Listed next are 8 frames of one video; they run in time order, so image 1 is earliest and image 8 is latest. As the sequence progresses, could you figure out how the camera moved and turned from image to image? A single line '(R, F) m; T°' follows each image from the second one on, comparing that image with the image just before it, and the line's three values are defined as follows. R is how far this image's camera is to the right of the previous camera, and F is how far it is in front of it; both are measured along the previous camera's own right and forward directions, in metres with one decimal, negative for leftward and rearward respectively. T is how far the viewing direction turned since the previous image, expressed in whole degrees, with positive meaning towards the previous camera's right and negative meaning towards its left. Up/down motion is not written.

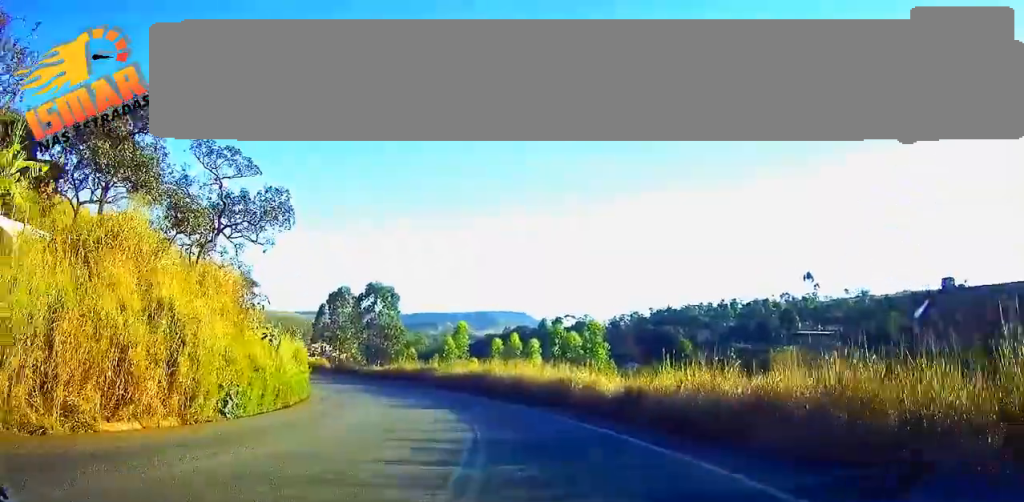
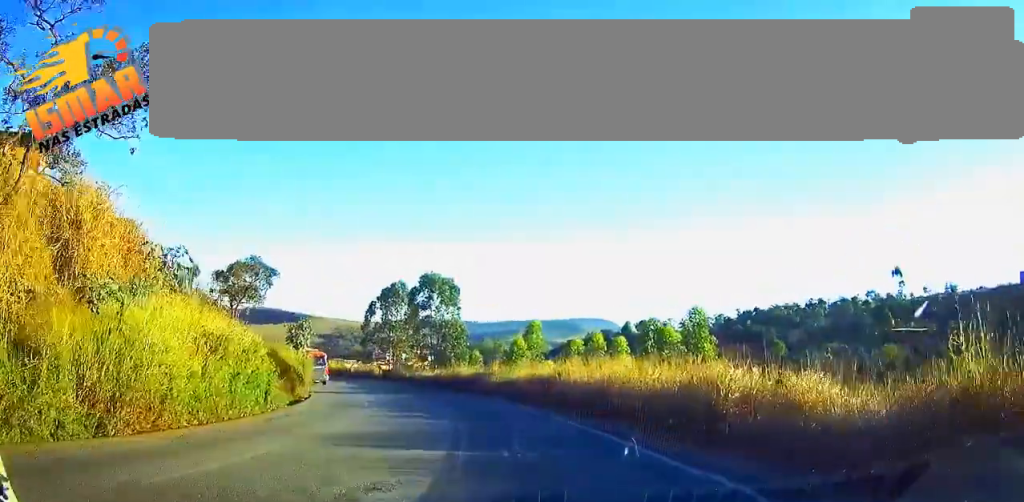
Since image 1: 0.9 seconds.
(-0.8, +15.9) m; -8°
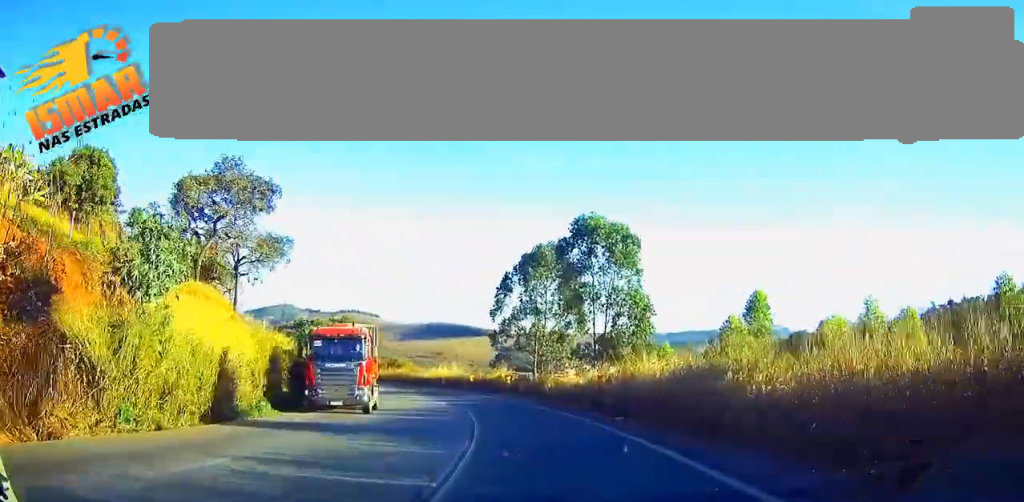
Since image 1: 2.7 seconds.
(-4.8, +33.7) m; -16°
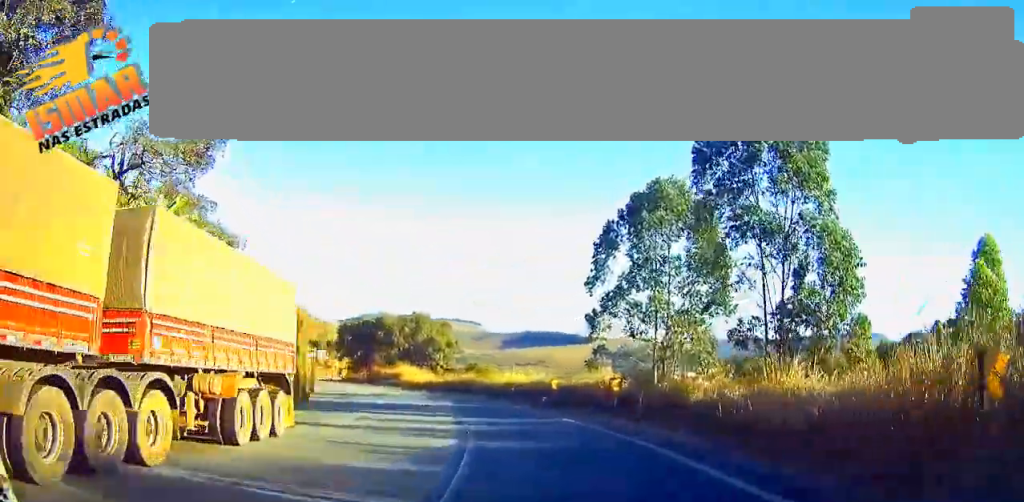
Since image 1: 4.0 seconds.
(-2.8, +22.4) m; -12°
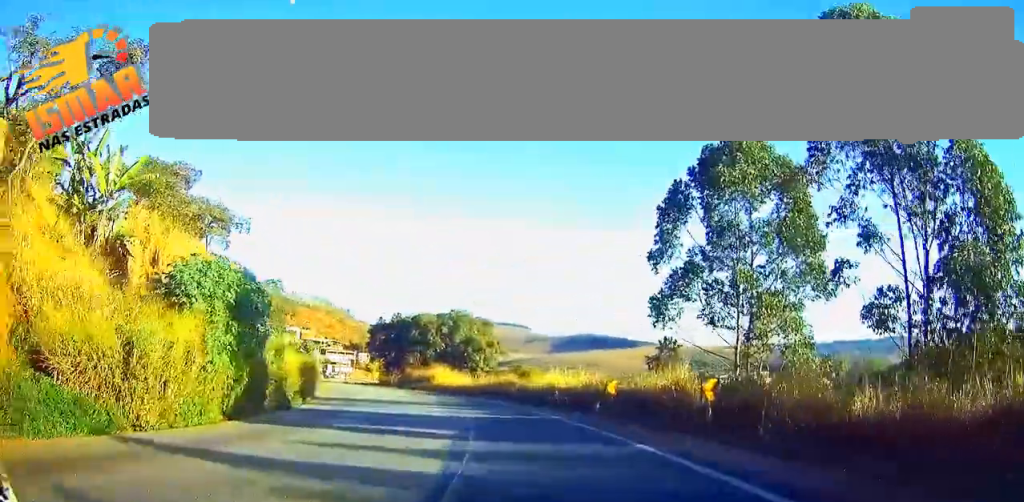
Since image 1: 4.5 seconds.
(-0.6, +9.2) m; -3°
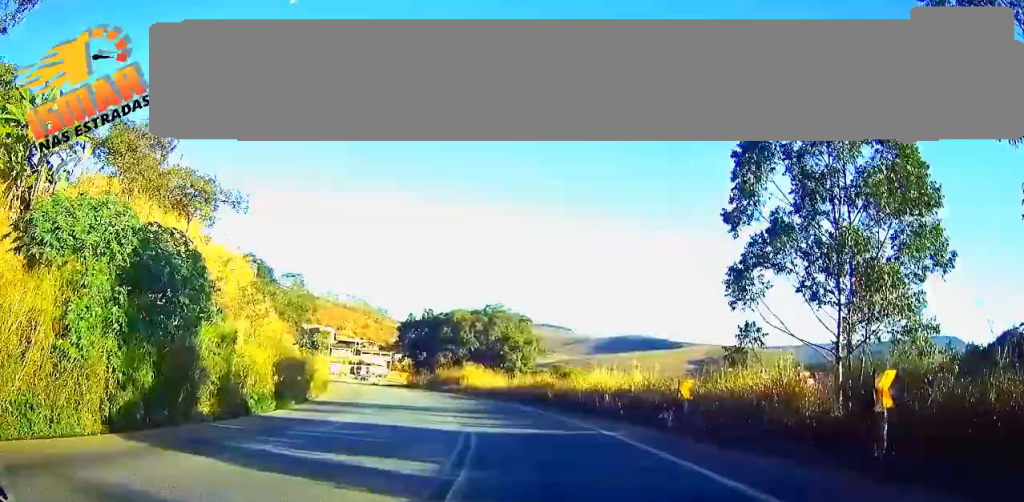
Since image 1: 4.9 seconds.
(-0.1, +8.0) m; -2°
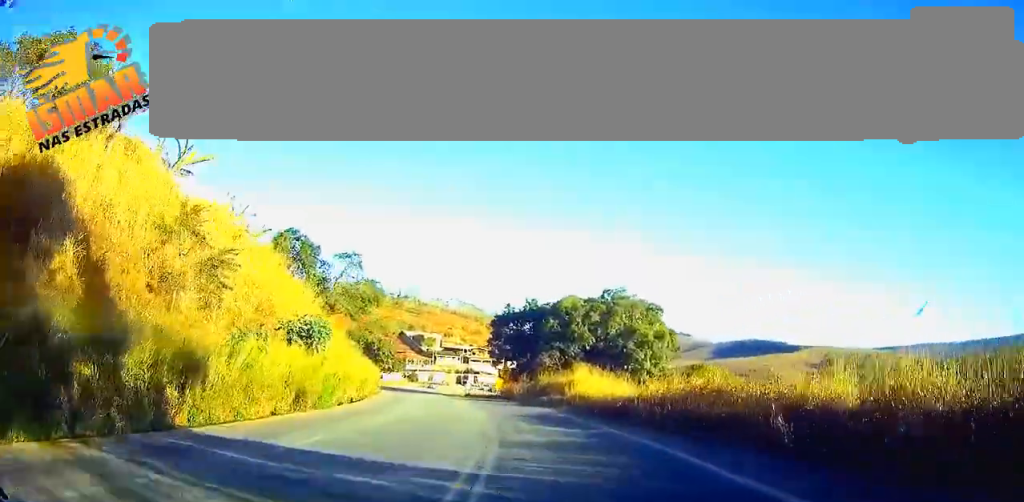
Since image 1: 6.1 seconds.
(-1.0, +22.2) m; -7°
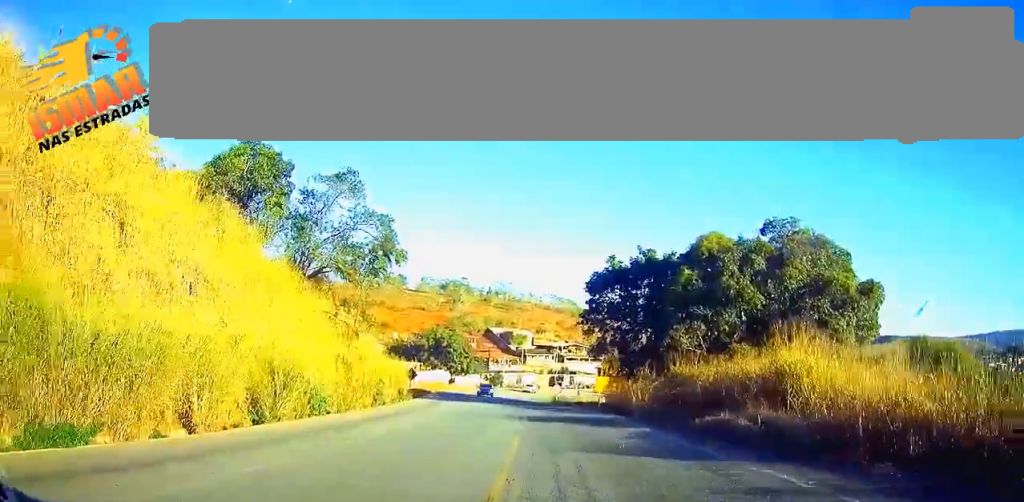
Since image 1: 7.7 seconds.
(-3.0, +29.8) m; -10°
